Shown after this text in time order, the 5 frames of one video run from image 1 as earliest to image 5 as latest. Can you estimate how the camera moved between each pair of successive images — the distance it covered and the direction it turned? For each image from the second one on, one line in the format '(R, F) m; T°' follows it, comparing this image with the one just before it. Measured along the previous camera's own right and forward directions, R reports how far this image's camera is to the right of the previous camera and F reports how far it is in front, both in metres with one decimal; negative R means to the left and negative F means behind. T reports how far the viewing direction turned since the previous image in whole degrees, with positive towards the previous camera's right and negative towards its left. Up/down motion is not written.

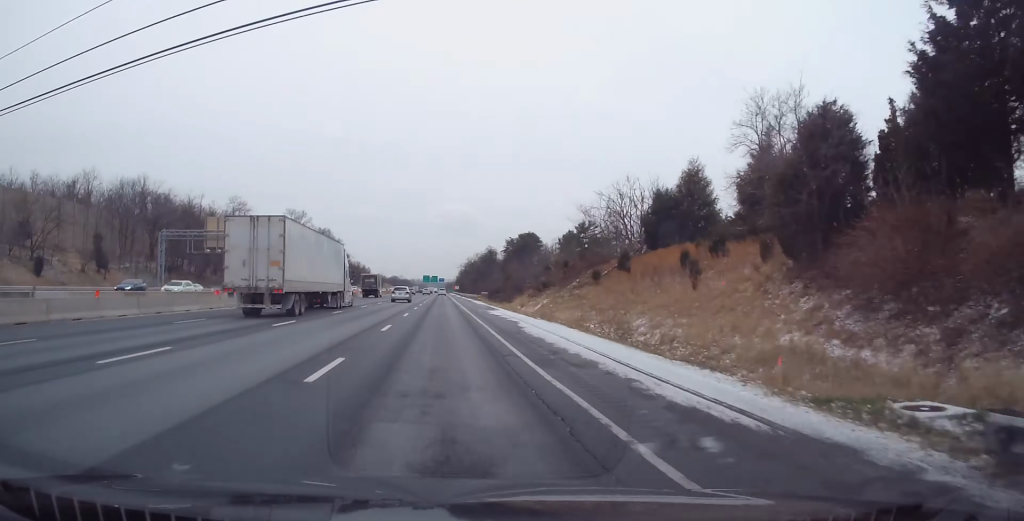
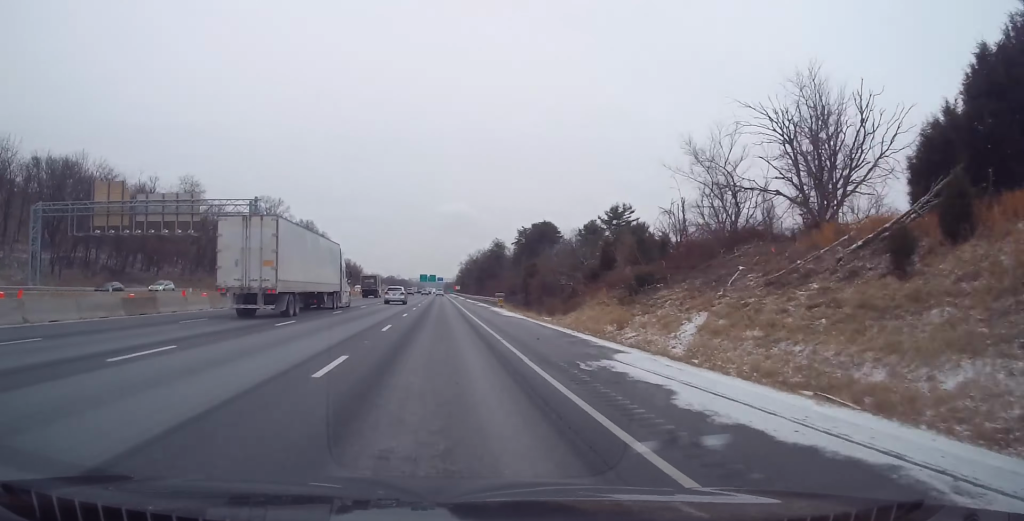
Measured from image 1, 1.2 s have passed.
(0.0, +34.4) m; 0°
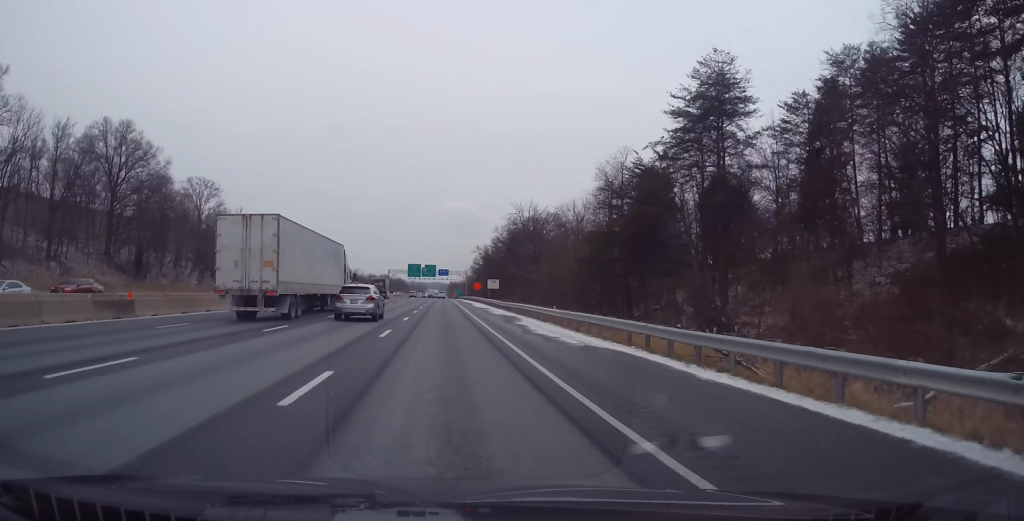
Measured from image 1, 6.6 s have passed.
(0.0, +153.8) m; 0°
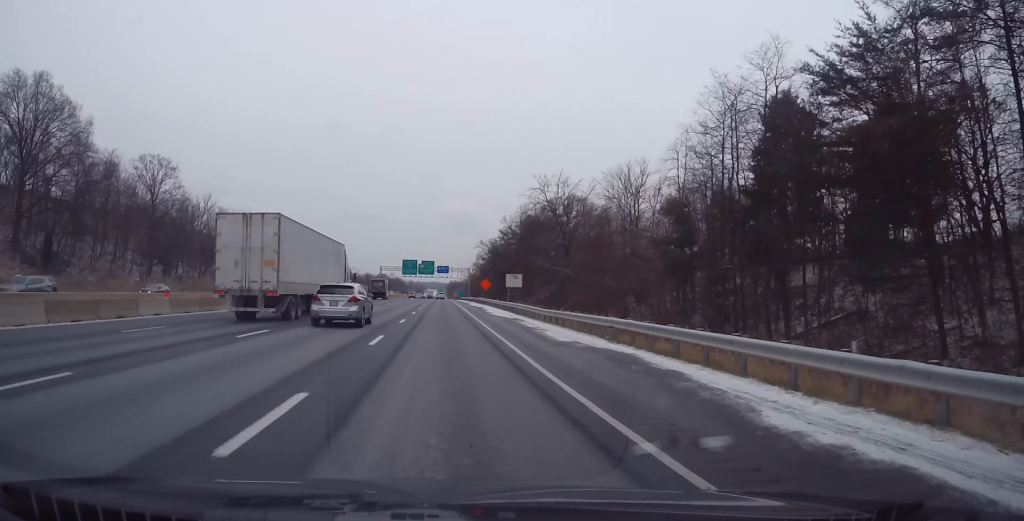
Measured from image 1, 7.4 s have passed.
(0.0, +24.5) m; 0°
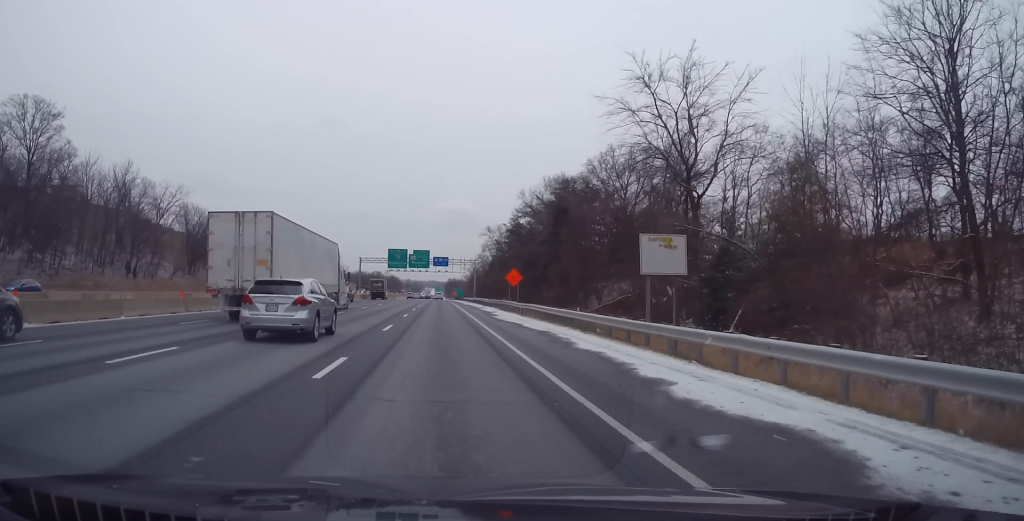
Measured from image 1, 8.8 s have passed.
(0.0, +42.0) m; 0°
